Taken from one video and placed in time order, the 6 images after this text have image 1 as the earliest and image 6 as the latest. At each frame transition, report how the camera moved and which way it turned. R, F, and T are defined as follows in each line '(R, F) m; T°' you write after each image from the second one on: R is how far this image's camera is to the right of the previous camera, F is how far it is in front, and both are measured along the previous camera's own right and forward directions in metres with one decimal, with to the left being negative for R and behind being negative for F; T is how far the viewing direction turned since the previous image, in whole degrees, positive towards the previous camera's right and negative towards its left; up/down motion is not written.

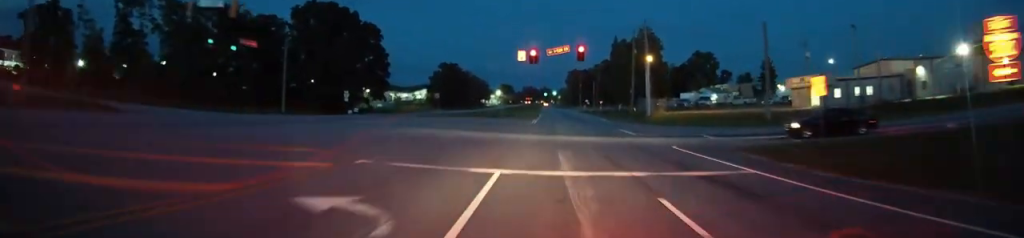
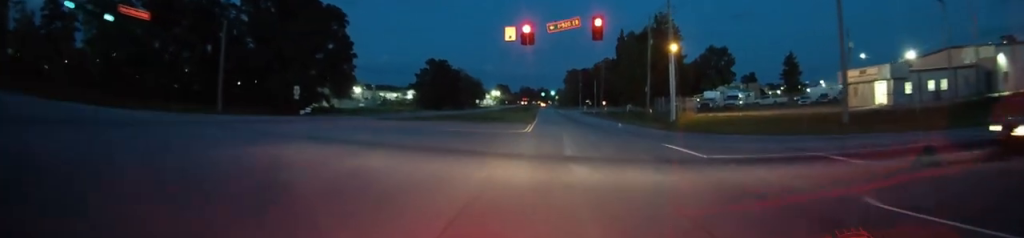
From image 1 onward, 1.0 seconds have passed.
(+0.1, +15.7) m; +1°
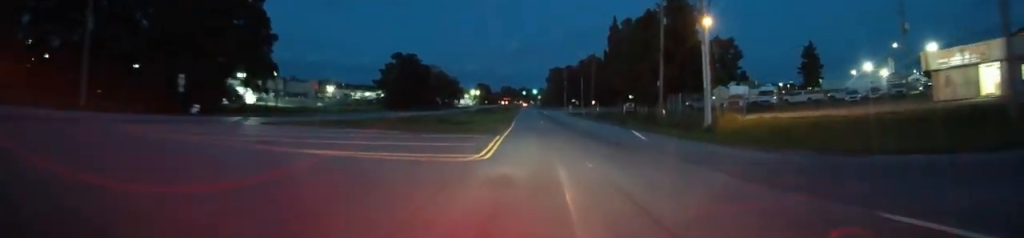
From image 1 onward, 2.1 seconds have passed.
(+0.1, +18.0) m; +2°
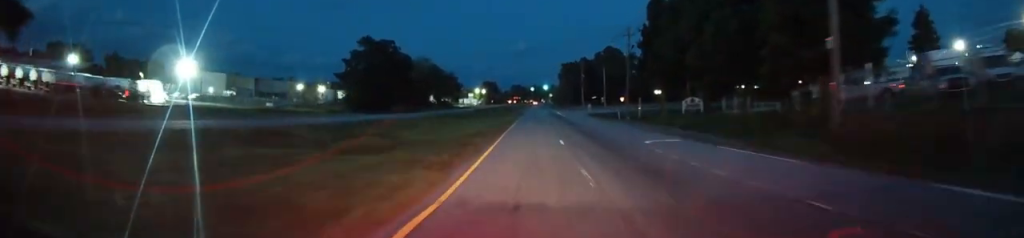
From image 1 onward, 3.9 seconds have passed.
(+1.0, +32.2) m; +2°
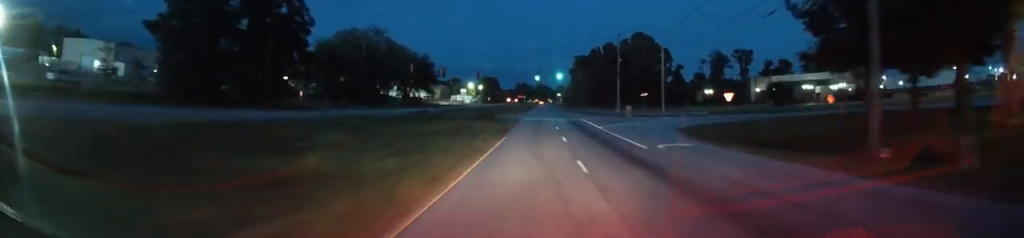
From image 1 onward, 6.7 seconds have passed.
(-1.3, +57.8) m; -1°
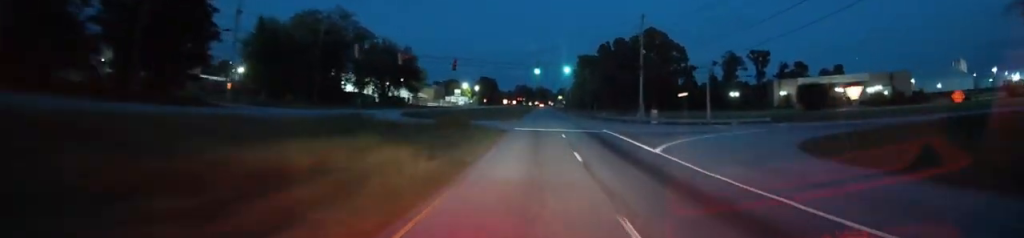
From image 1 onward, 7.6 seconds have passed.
(+0.2, +21.9) m; 0°
